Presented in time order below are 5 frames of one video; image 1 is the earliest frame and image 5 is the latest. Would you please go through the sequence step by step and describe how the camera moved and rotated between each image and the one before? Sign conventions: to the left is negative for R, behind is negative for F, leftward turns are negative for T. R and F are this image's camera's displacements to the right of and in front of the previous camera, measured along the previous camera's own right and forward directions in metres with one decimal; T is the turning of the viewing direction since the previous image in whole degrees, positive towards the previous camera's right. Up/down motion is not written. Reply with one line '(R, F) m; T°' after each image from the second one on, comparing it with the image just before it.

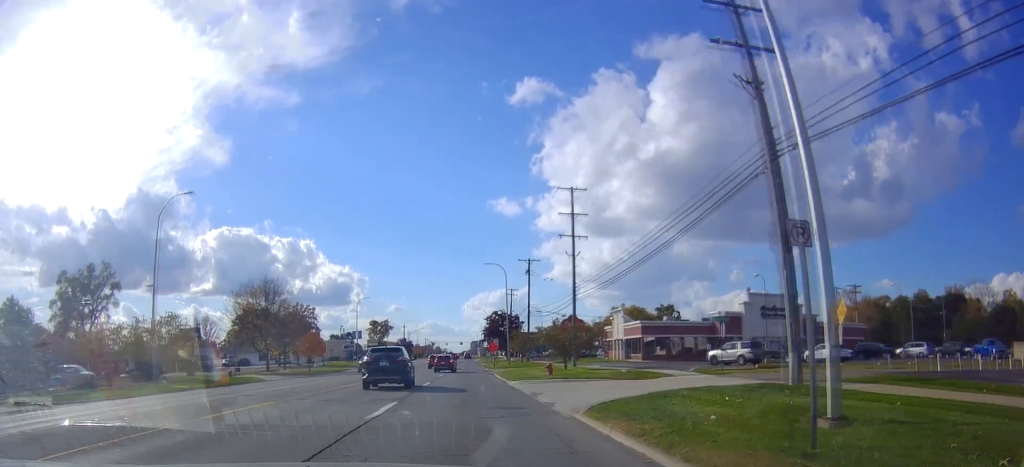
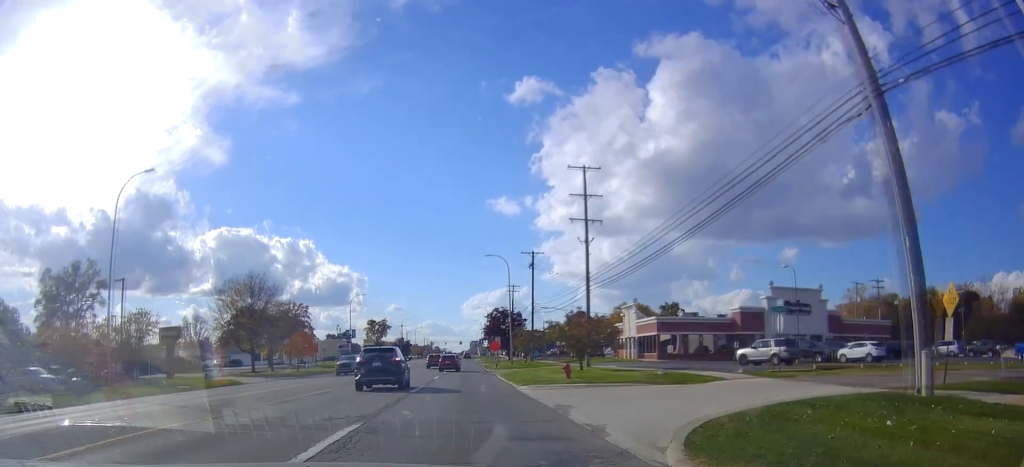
(+0.1, +5.4) m; +1°
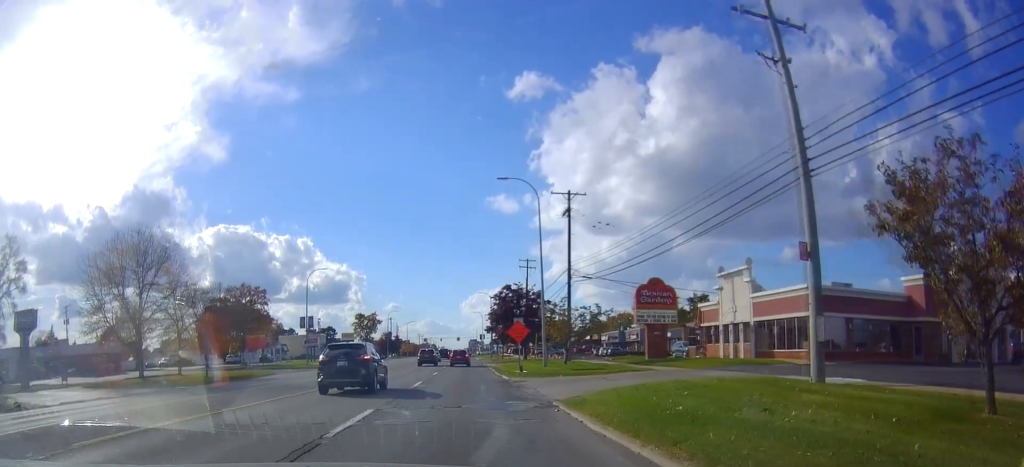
(+0.1, +28.1) m; -2°
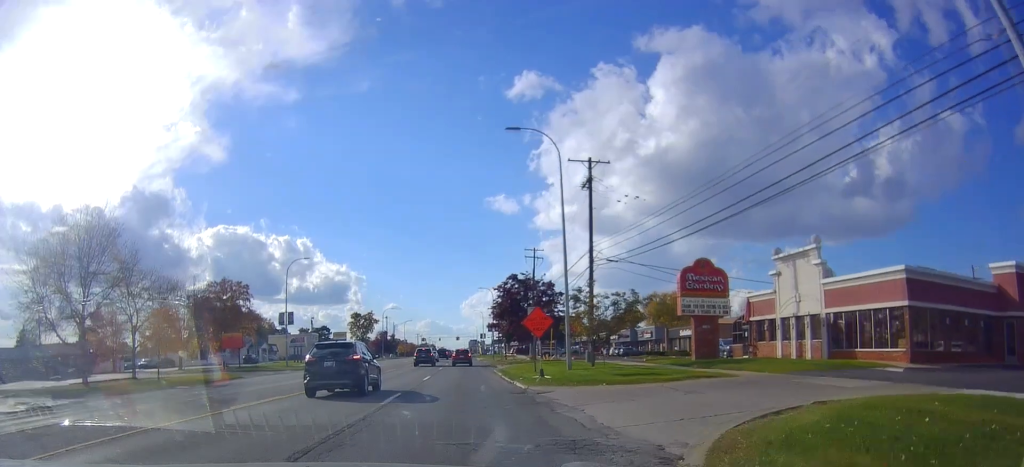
(-0.4, +8.9) m; 0°
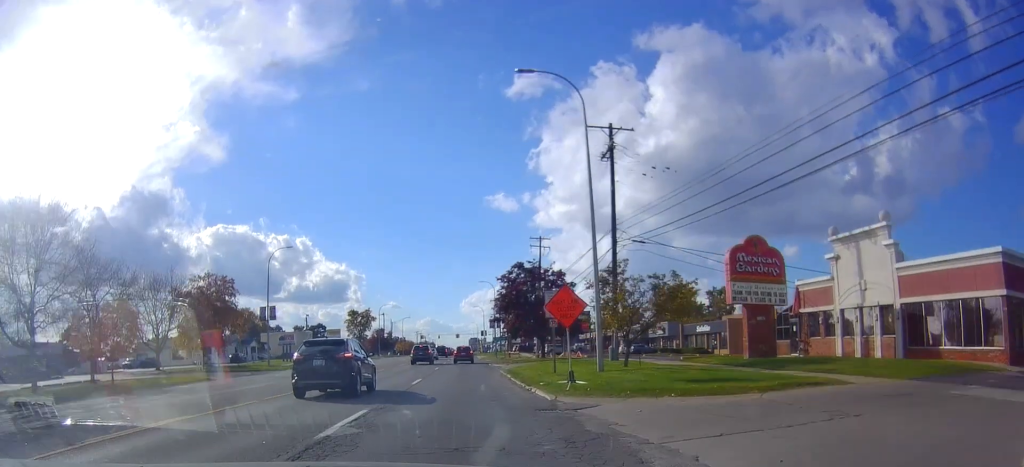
(-0.1, +6.6) m; 0°
